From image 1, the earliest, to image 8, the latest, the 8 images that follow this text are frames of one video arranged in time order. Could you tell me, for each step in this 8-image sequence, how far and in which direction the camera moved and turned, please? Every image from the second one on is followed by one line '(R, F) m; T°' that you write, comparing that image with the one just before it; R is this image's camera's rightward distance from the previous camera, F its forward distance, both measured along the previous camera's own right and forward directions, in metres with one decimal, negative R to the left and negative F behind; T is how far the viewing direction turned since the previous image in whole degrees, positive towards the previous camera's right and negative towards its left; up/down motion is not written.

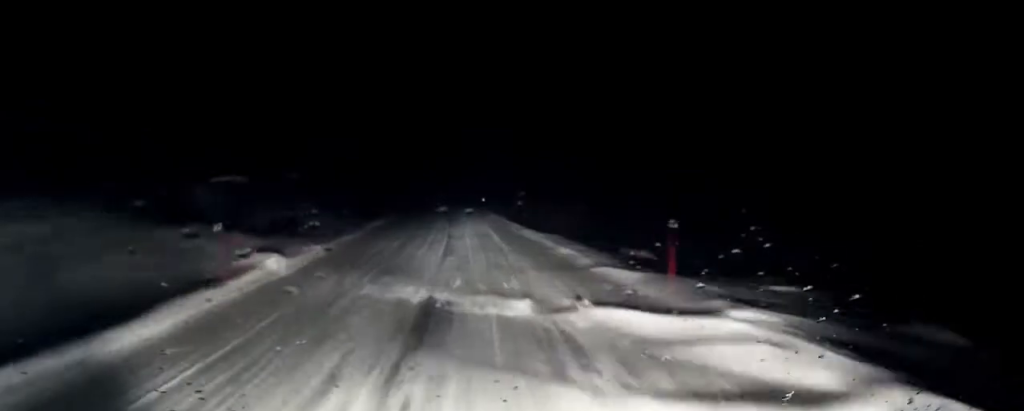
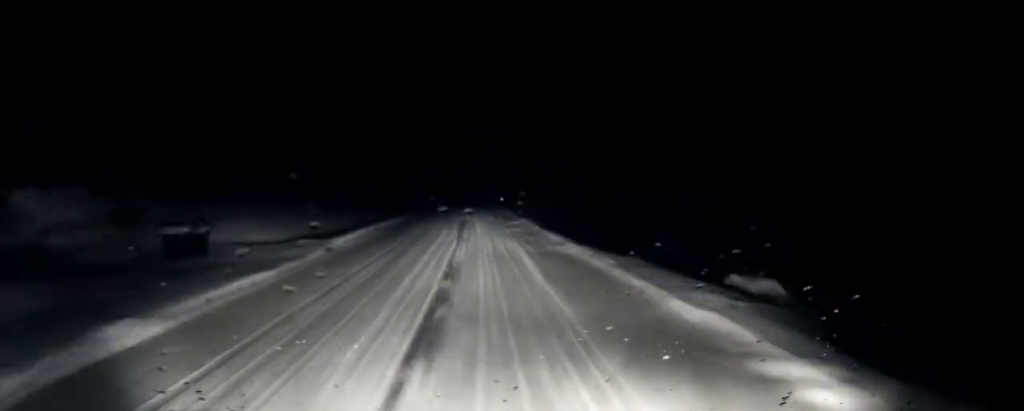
(+0.3, +8.4) m; -2°
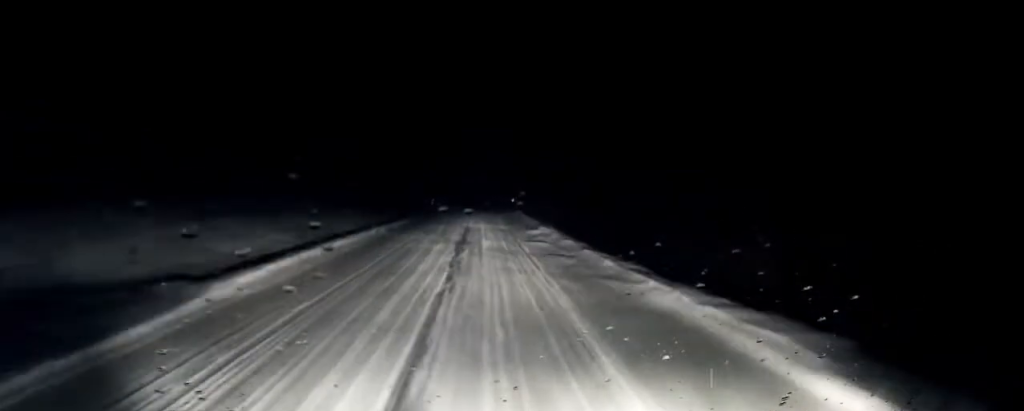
(-0.5, +7.3) m; -1°
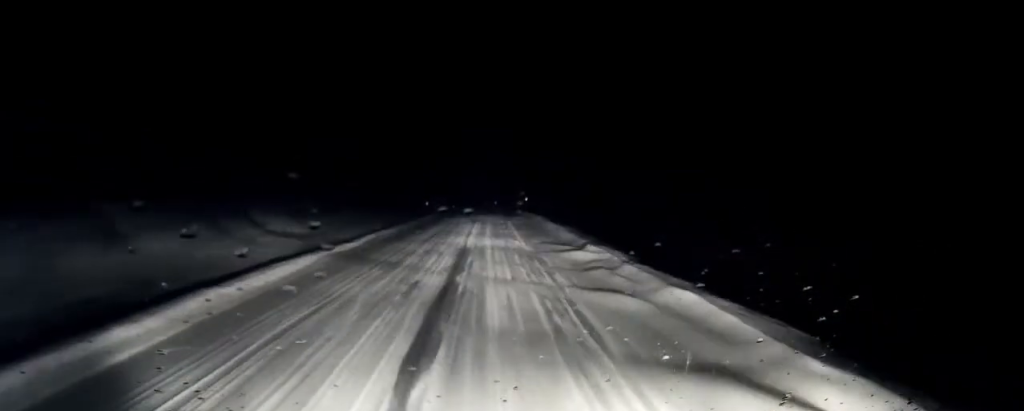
(0.0, +9.8) m; -1°
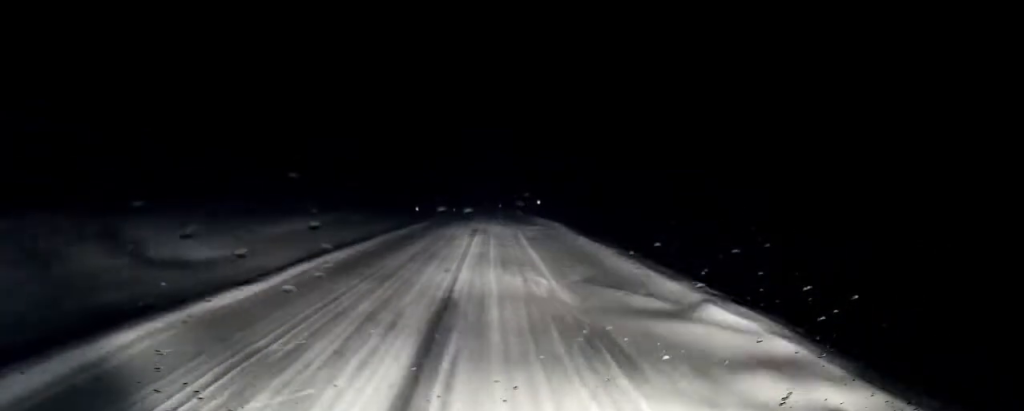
(+0.2, +7.4) m; 0°
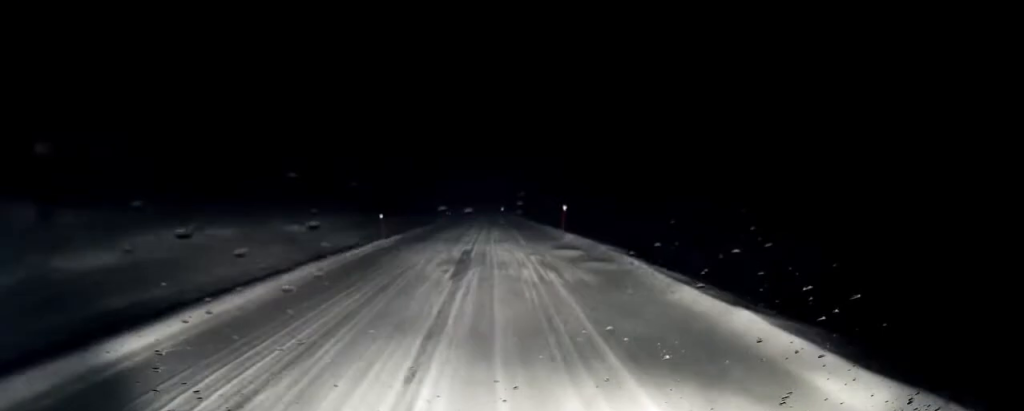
(-0.4, +11.3) m; -2°
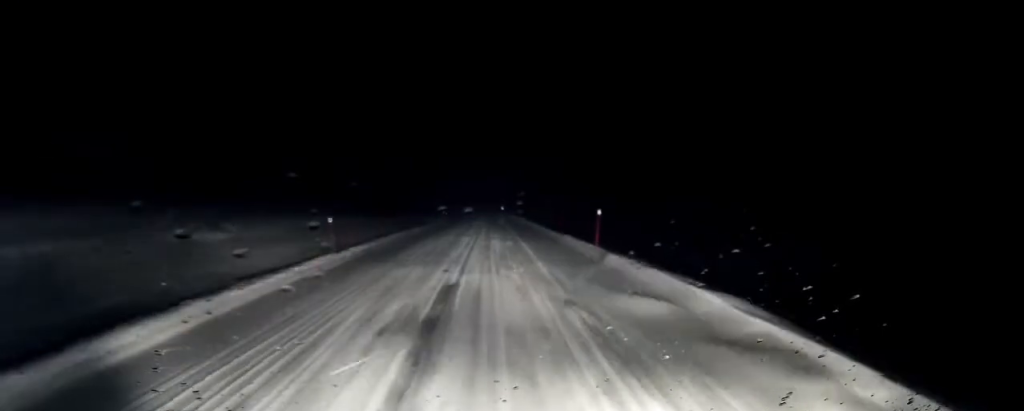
(0.0, +7.0) m; +1°
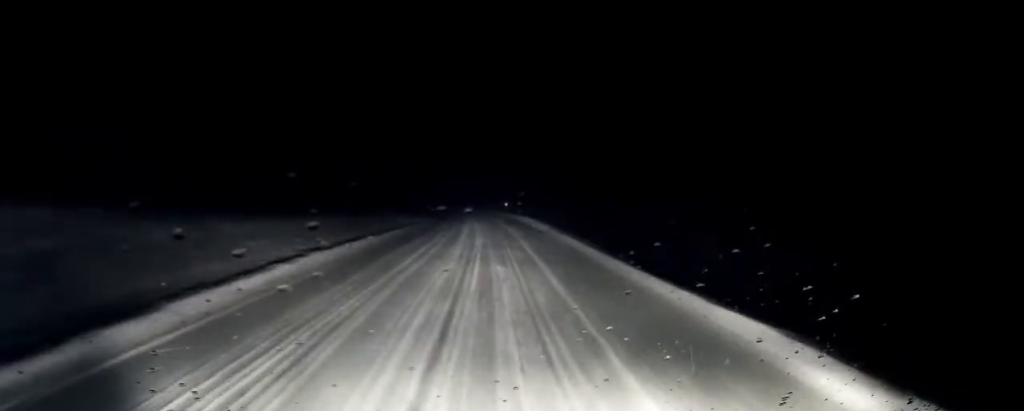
(+0.3, +14.1) m; +1°
